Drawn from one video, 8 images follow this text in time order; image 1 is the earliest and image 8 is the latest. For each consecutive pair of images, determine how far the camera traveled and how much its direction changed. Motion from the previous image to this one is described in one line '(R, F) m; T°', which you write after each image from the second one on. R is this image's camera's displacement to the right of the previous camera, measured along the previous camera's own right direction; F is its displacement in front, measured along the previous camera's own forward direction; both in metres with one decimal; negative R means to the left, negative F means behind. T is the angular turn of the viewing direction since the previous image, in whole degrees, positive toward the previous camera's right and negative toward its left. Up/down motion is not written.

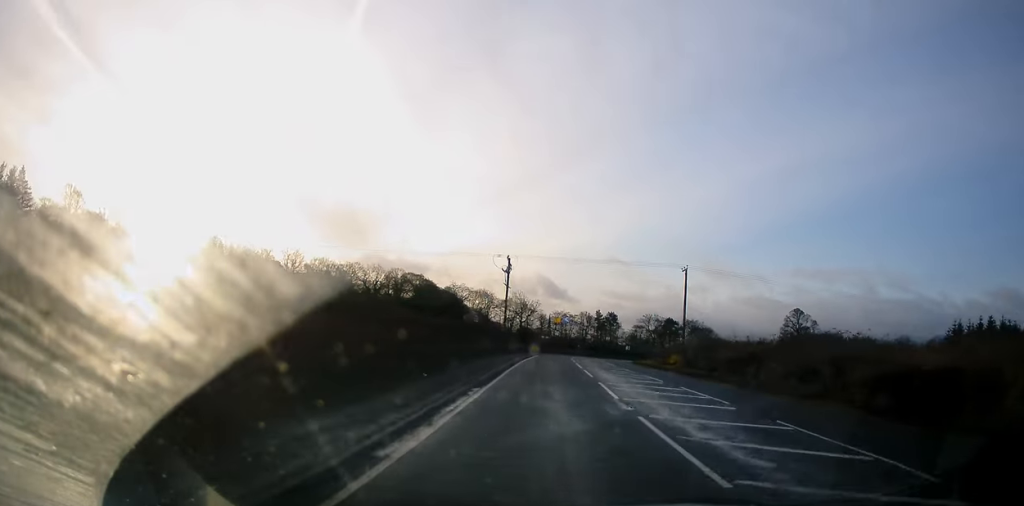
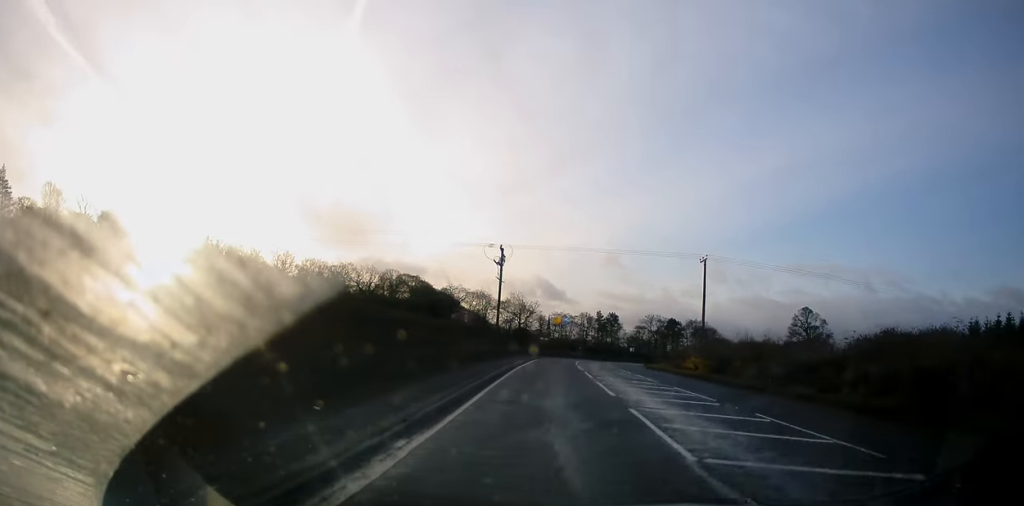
(-0.2, +7.7) m; 0°
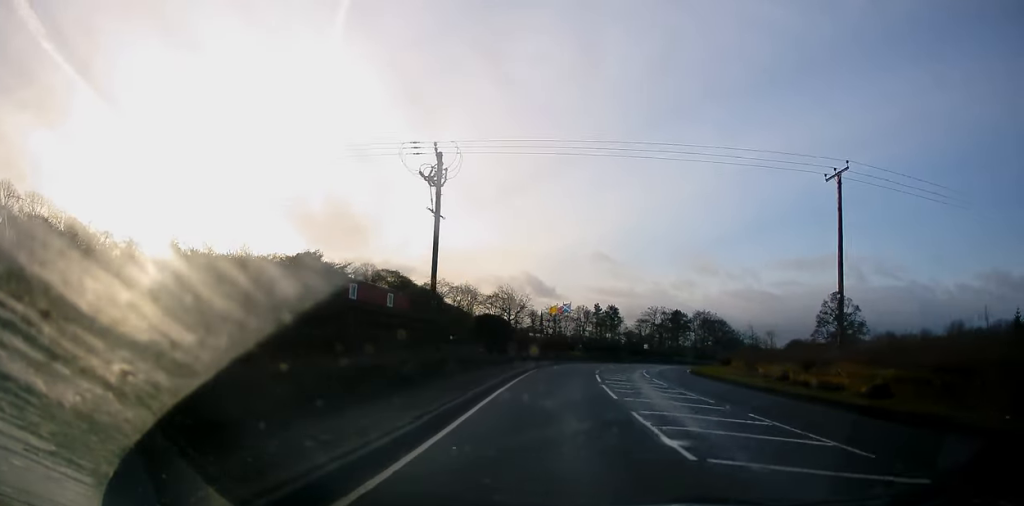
(+0.3, +25.9) m; 0°
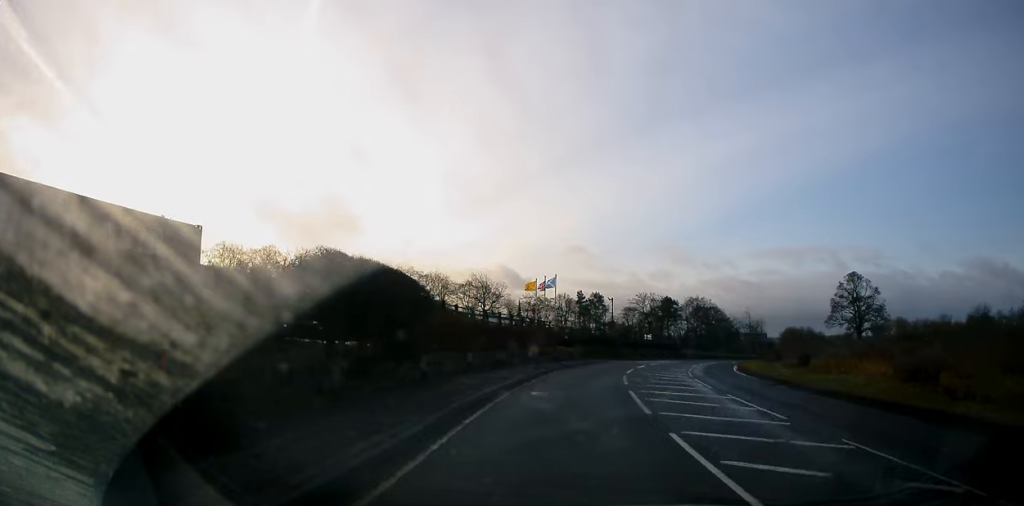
(+0.5, +20.4) m; +3°
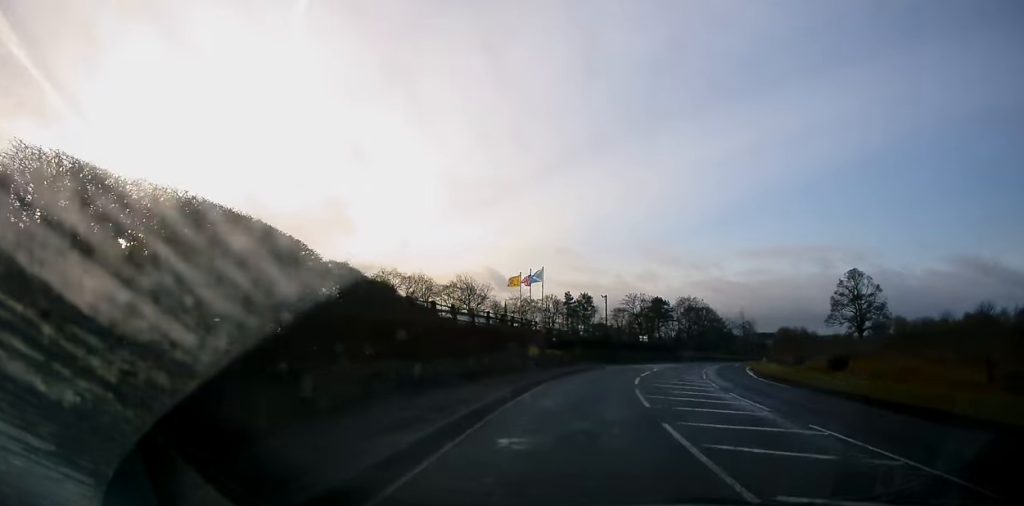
(+0.1, +6.5) m; +1°
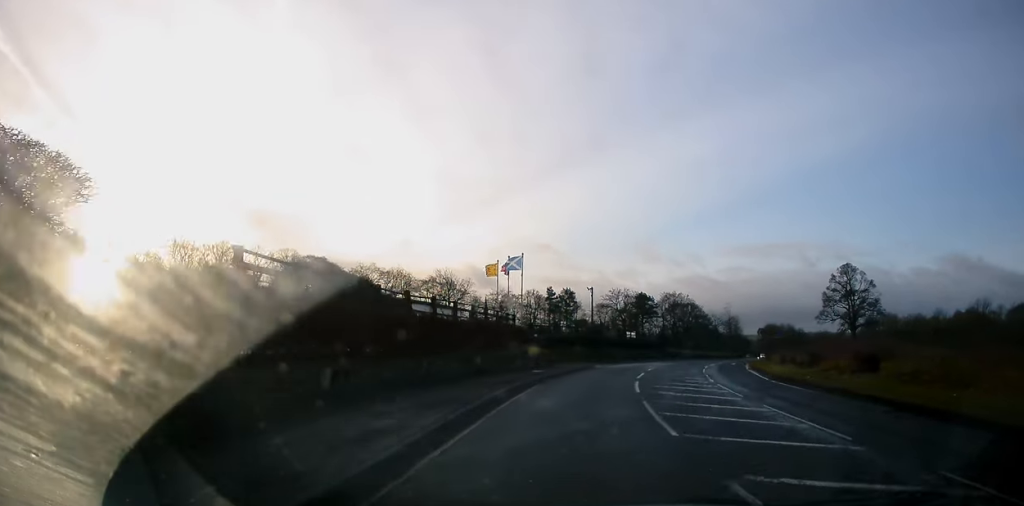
(0.0, +4.7) m; +1°
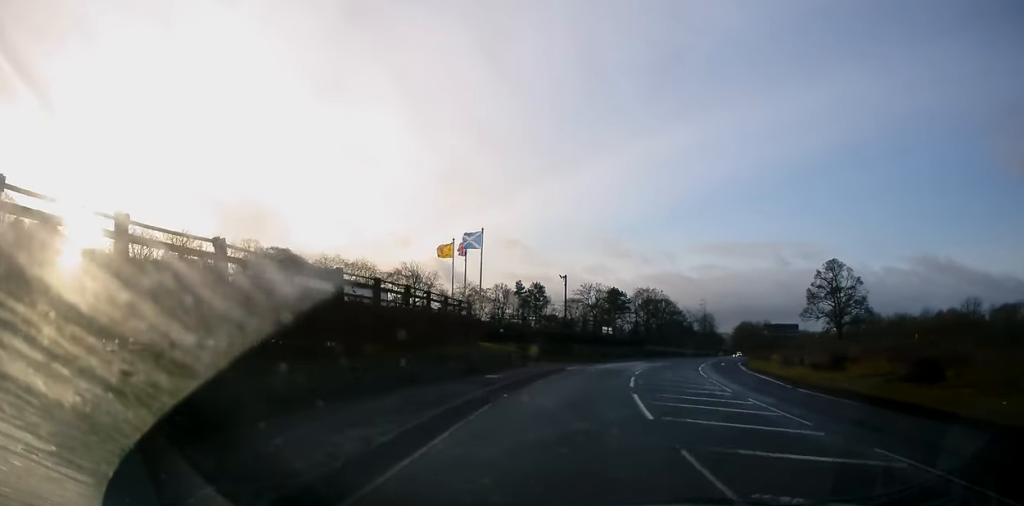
(-0.1, +7.0) m; +2°
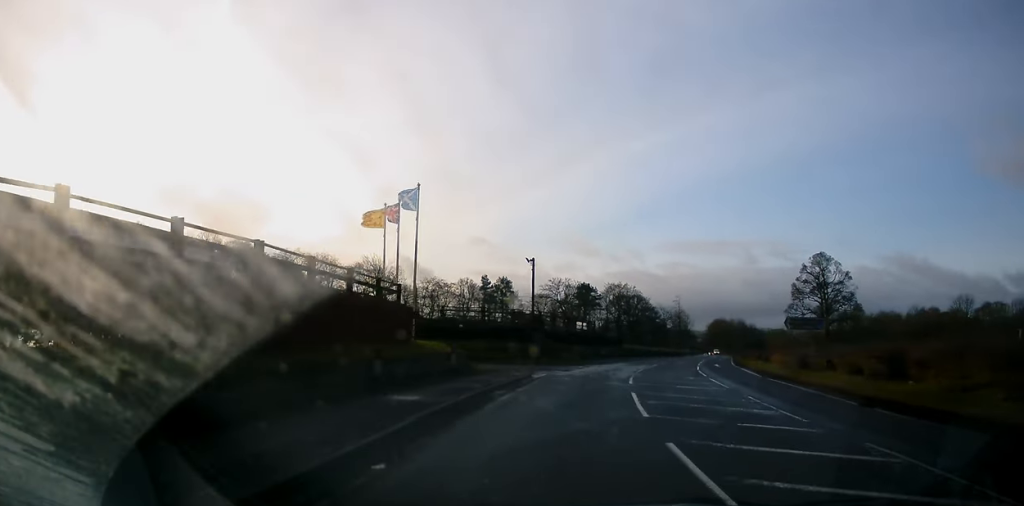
(+0.4, +8.1) m; +4°
